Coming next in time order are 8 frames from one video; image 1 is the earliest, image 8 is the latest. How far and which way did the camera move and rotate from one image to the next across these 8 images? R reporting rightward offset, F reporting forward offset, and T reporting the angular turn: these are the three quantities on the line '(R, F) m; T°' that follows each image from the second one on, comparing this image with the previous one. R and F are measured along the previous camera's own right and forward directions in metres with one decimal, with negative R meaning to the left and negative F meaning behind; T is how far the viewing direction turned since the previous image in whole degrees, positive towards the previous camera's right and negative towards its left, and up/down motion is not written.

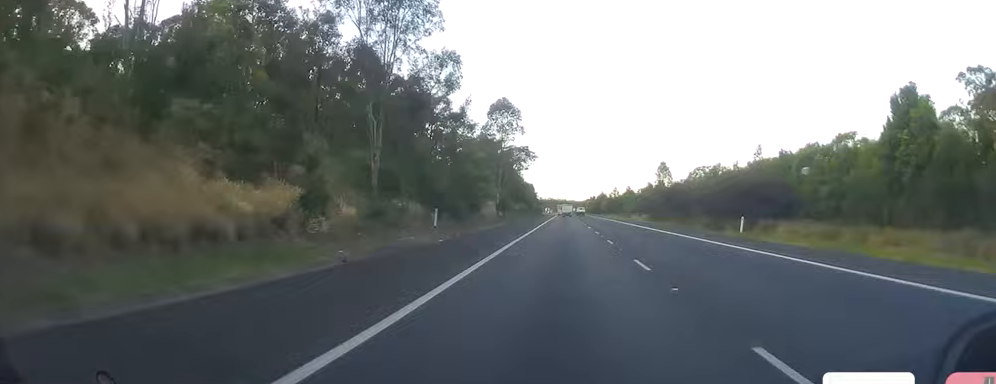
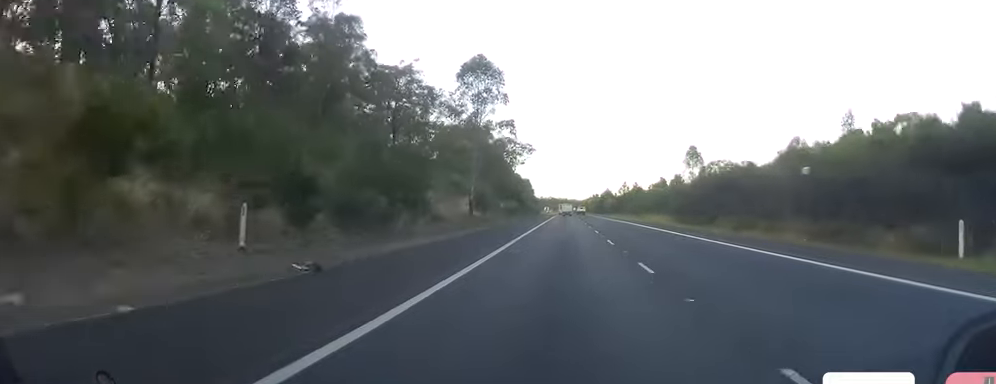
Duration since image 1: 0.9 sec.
(-0.2, +24.9) m; -1°
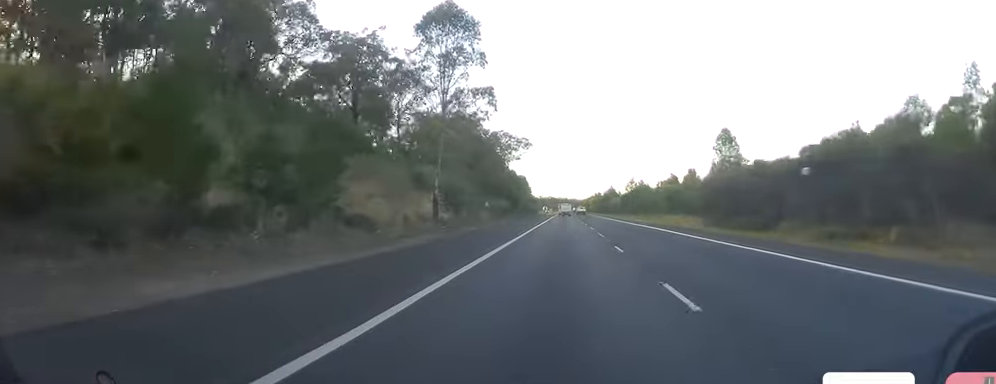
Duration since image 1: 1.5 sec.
(-0.1, +17.2) m; 0°
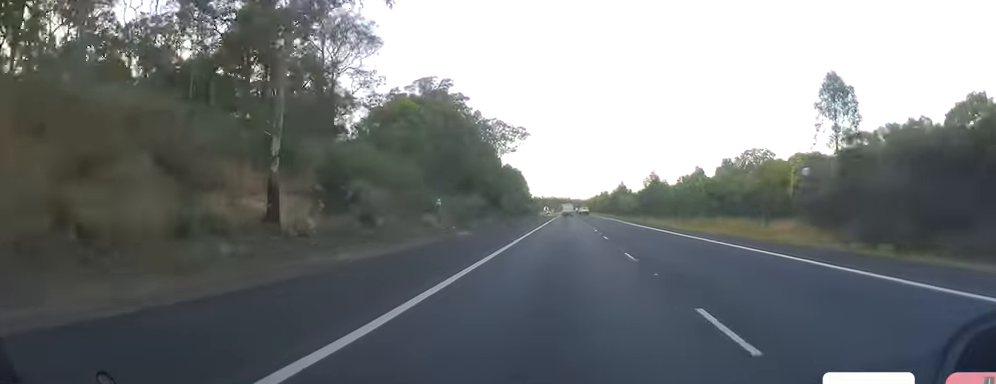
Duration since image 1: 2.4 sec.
(+0.1, +26.7) m; 0°
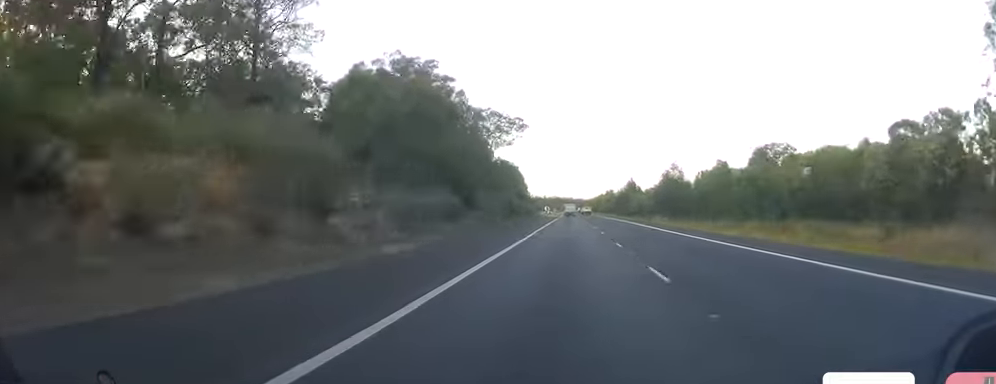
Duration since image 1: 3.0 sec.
(0.0, +17.2) m; 0°
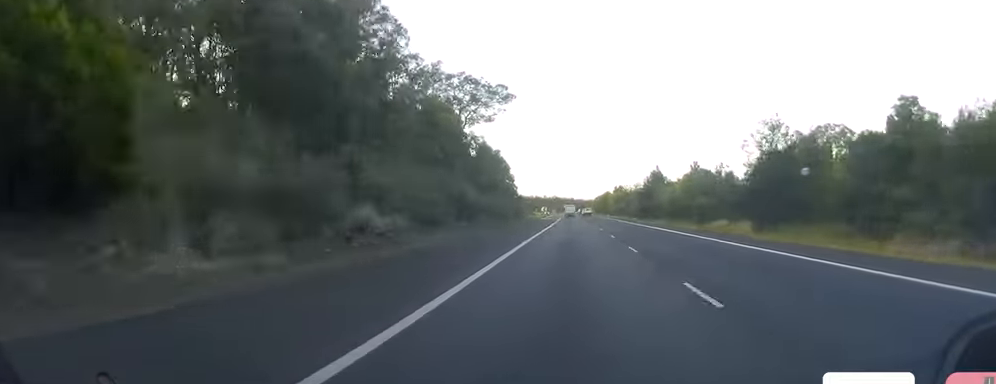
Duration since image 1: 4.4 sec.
(-0.1, +39.1) m; 0°
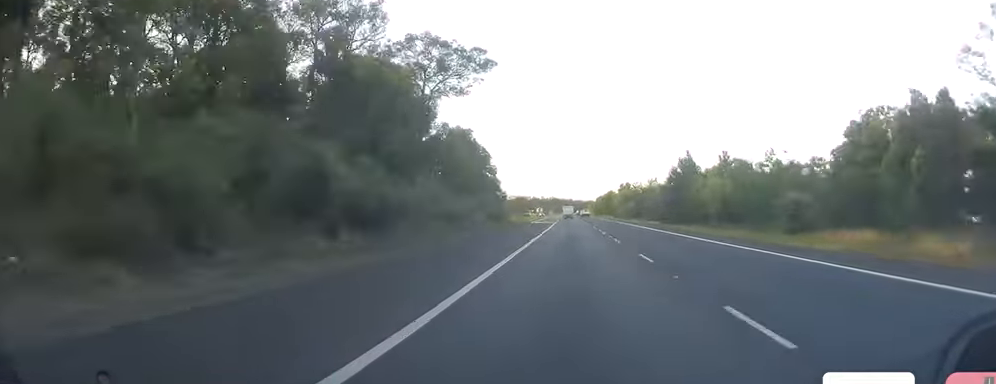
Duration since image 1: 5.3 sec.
(+0.1, +26.7) m; 0°
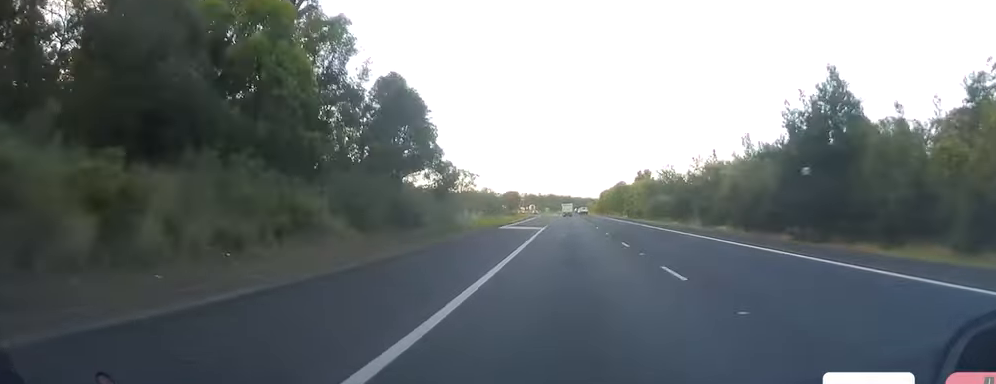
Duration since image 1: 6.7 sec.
(-0.3, +41.0) m; 0°
